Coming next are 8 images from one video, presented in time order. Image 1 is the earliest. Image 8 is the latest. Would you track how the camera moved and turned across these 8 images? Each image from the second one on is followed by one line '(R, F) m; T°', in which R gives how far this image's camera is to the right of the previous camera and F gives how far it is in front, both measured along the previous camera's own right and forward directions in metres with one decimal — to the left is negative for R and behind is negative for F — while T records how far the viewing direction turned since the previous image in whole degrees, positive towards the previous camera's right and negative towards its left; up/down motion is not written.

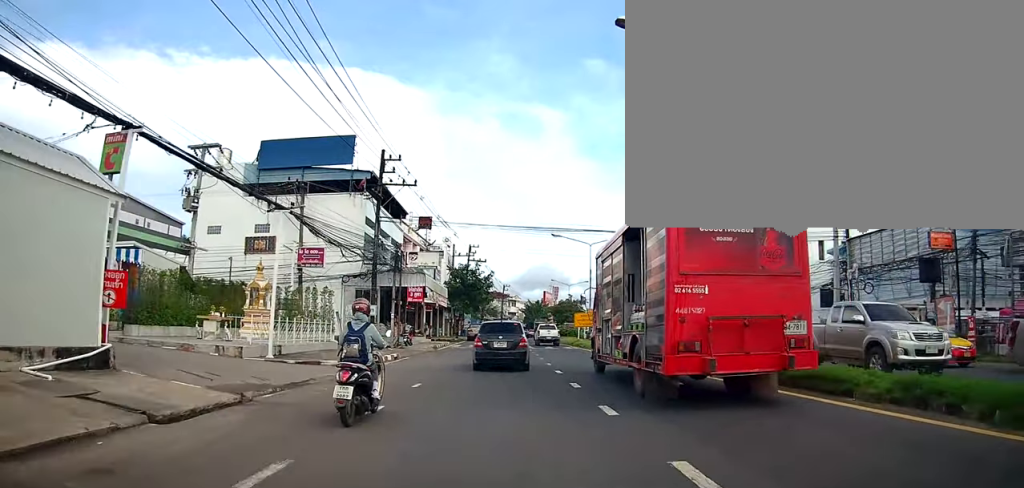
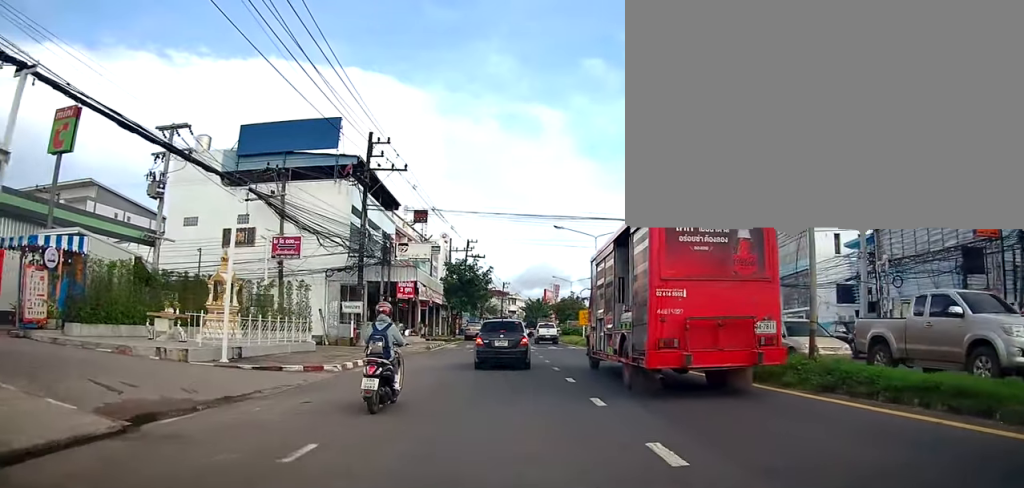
(-0.4, +3.3) m; 0°
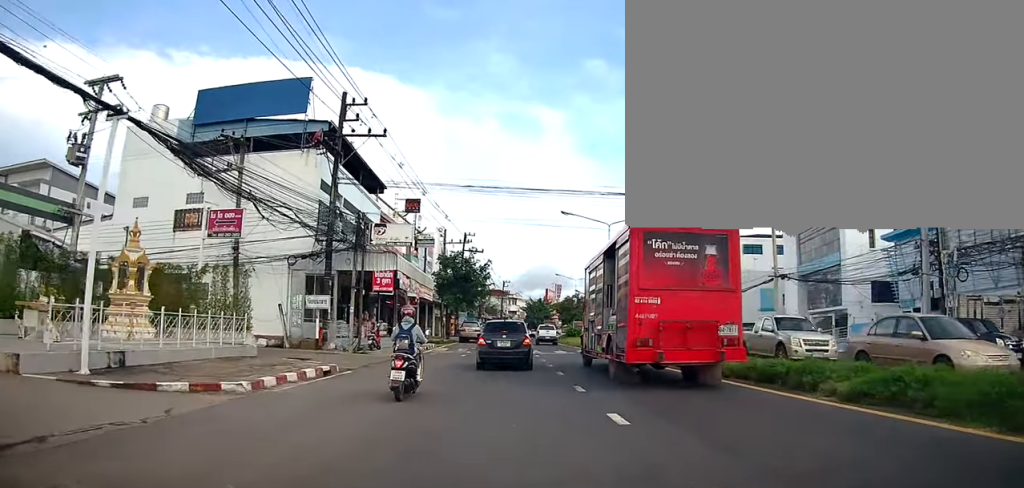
(-0.3, +6.0) m; +1°
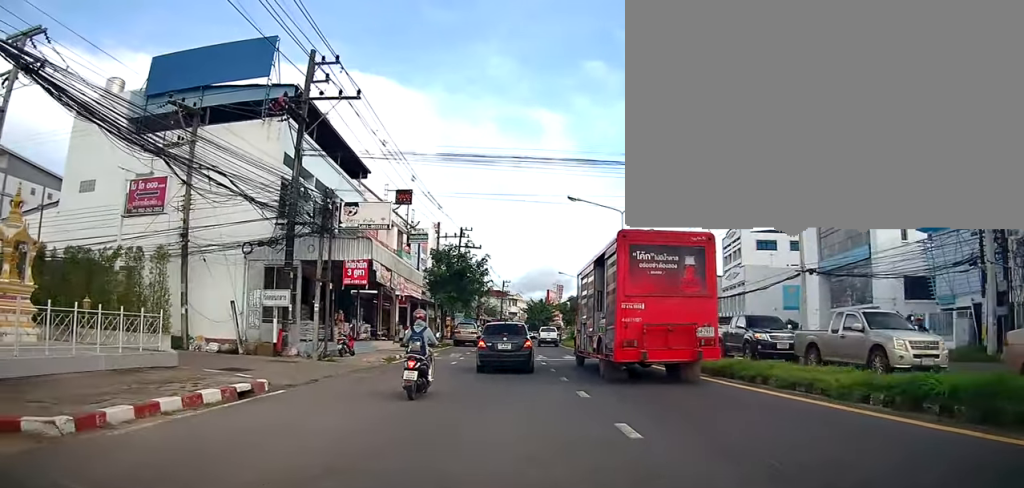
(+0.4, +4.9) m; +4°
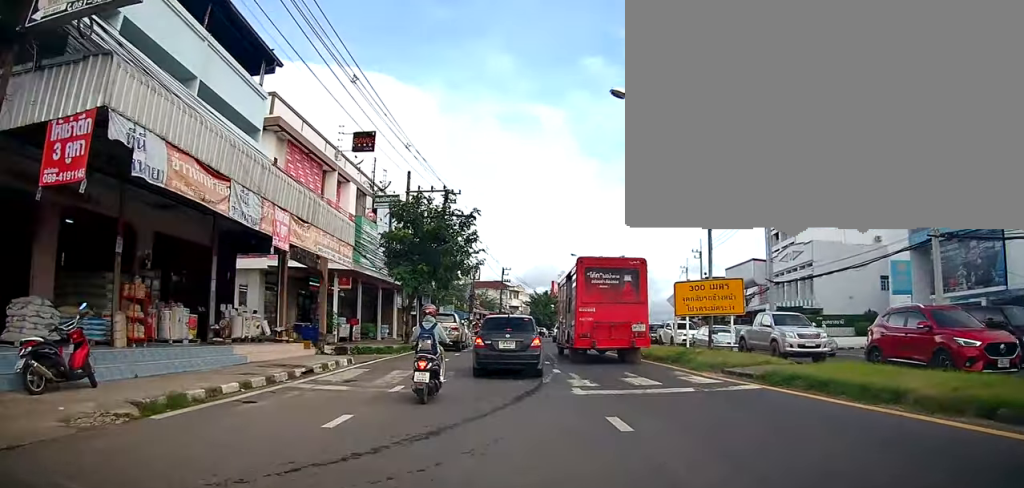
(-1.4, +15.7) m; -7°
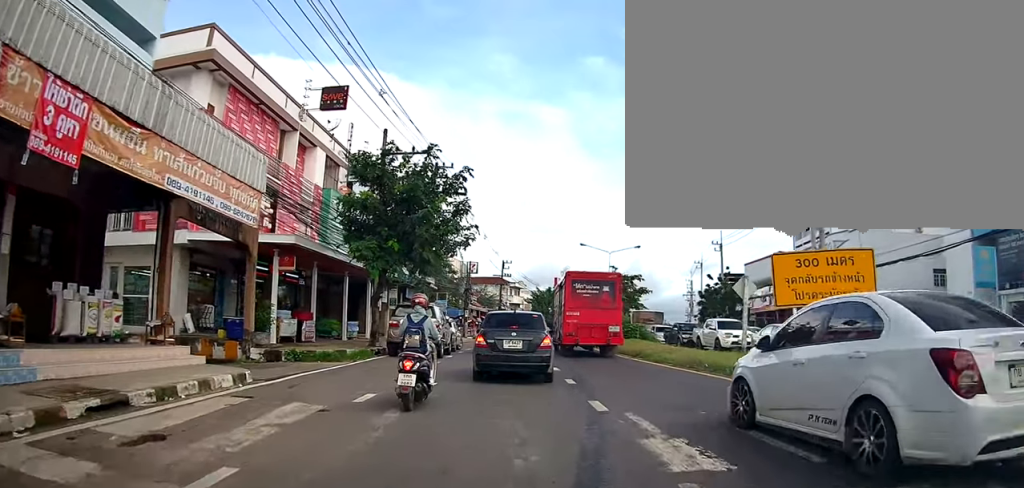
(+0.8, +8.0) m; +4°
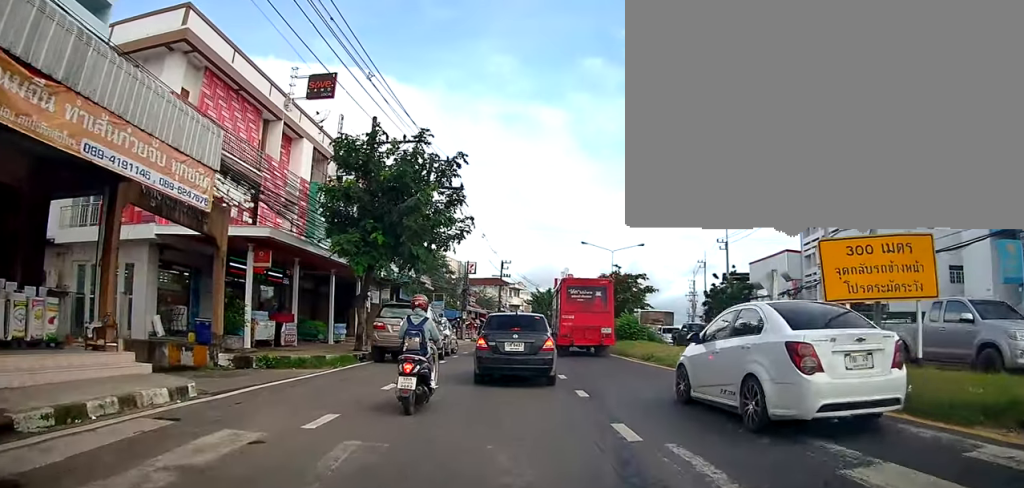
(0.0, +2.3) m; -1°
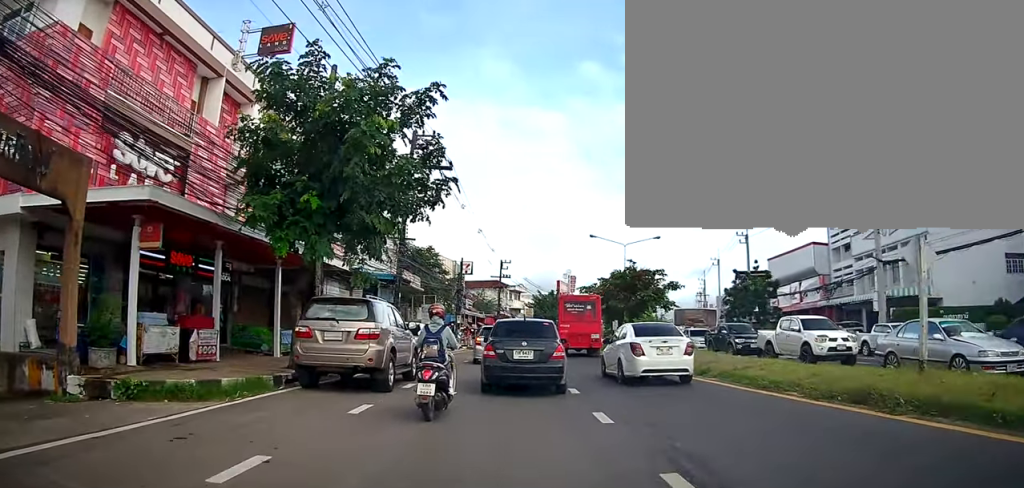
(-0.3, +6.5) m; +6°
